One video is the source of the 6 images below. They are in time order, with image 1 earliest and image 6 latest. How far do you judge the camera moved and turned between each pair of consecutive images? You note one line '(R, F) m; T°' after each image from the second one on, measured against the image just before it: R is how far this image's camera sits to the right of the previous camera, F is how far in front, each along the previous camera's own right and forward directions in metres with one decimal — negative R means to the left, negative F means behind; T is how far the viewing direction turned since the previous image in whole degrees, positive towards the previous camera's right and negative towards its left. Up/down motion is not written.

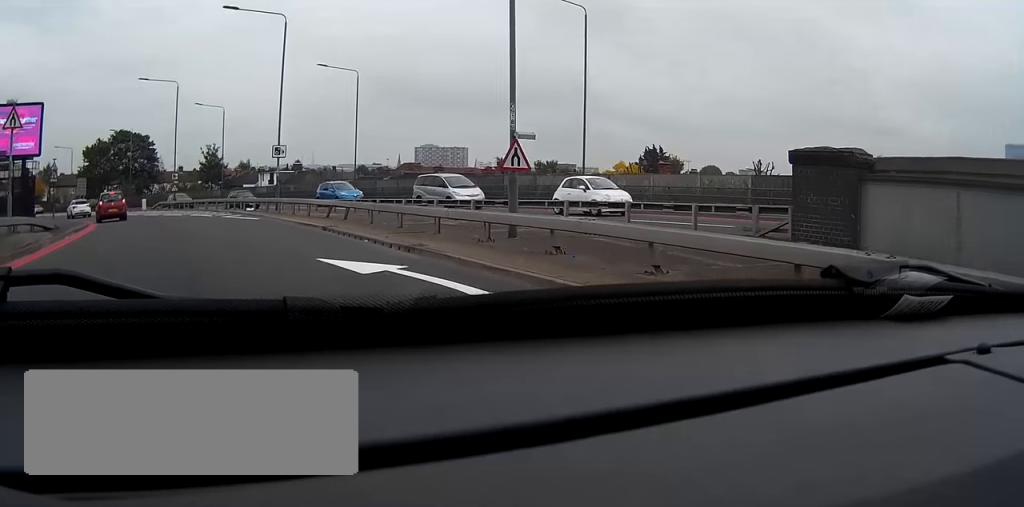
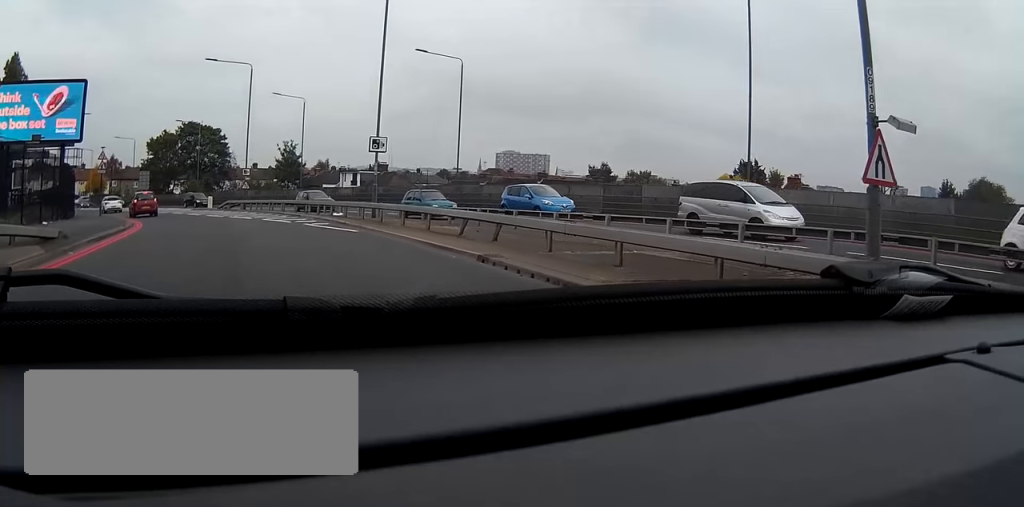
(-0.5, +7.0) m; -6°
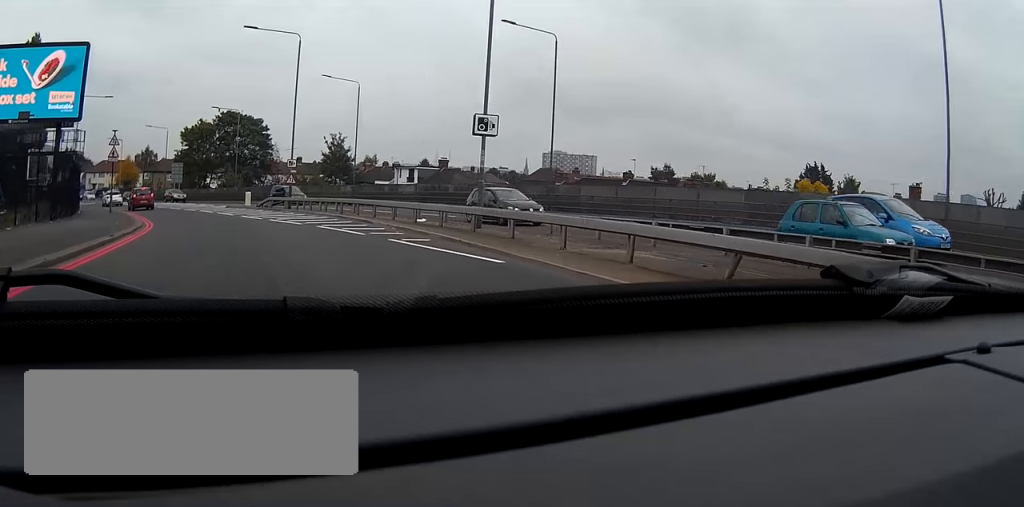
(-0.3, +8.6) m; -4°
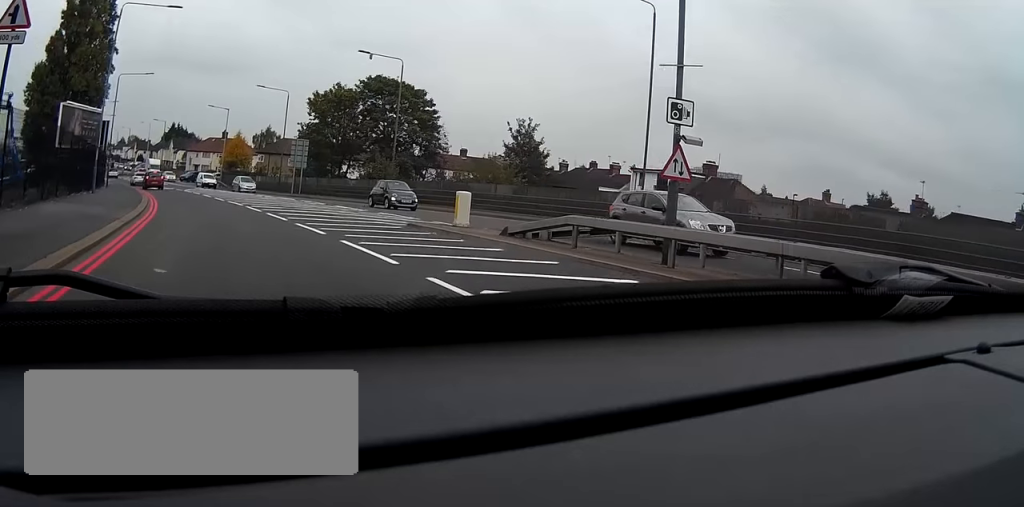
(-2.3, +30.4) m; -9°
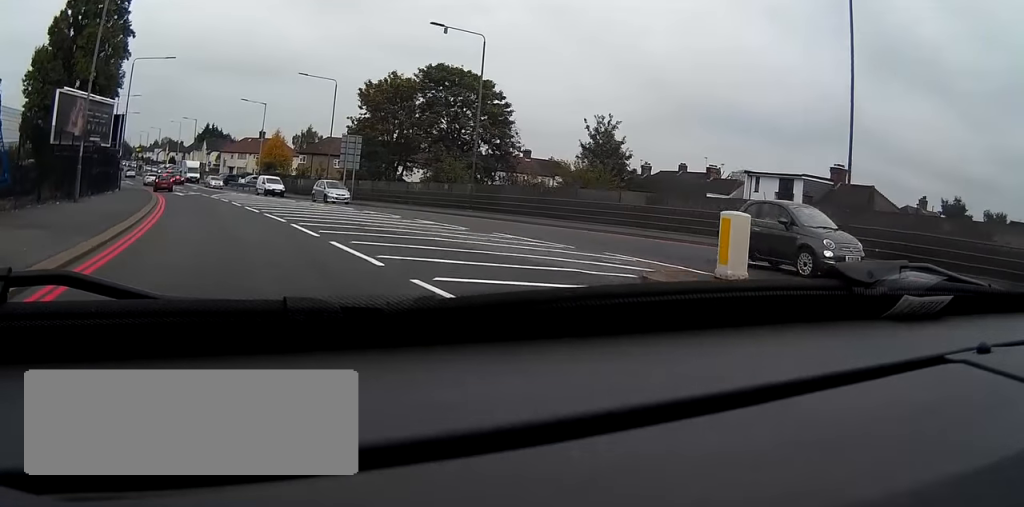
(-0.4, +10.7) m; -4°
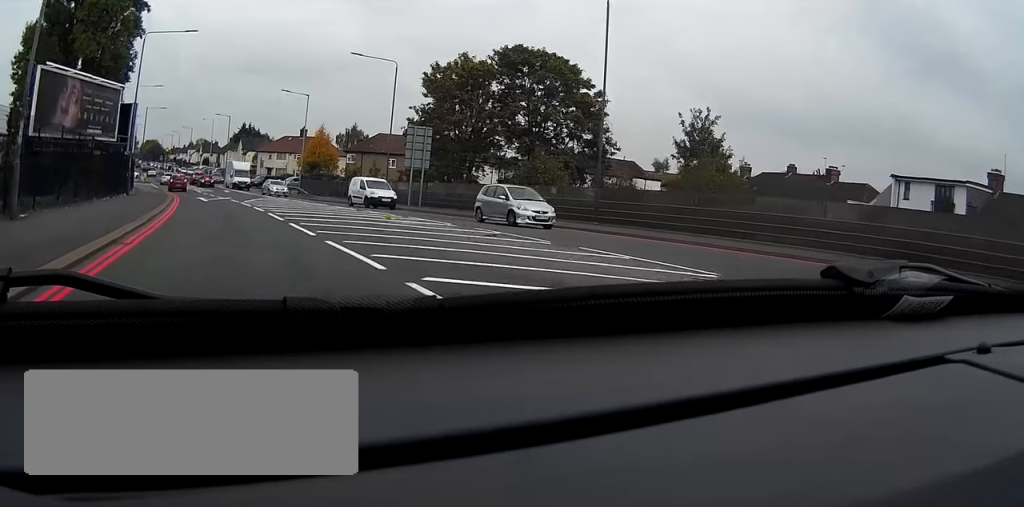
(-0.4, +11.3) m; -3°
